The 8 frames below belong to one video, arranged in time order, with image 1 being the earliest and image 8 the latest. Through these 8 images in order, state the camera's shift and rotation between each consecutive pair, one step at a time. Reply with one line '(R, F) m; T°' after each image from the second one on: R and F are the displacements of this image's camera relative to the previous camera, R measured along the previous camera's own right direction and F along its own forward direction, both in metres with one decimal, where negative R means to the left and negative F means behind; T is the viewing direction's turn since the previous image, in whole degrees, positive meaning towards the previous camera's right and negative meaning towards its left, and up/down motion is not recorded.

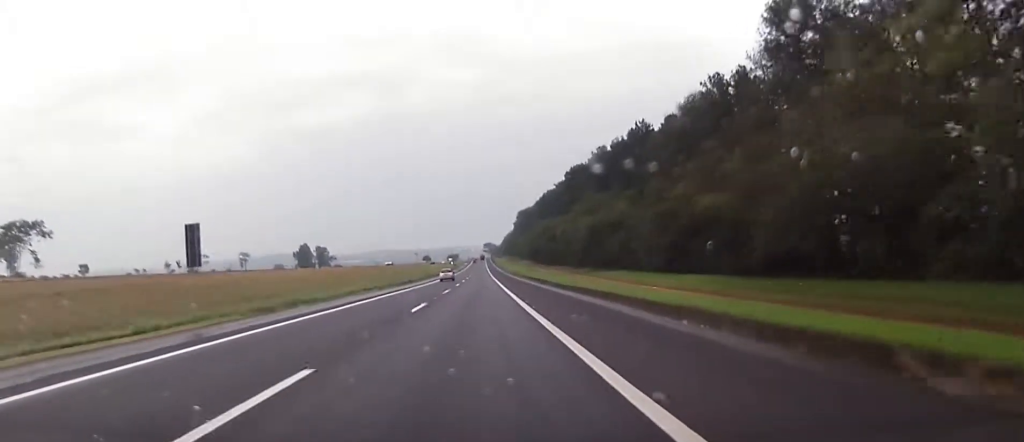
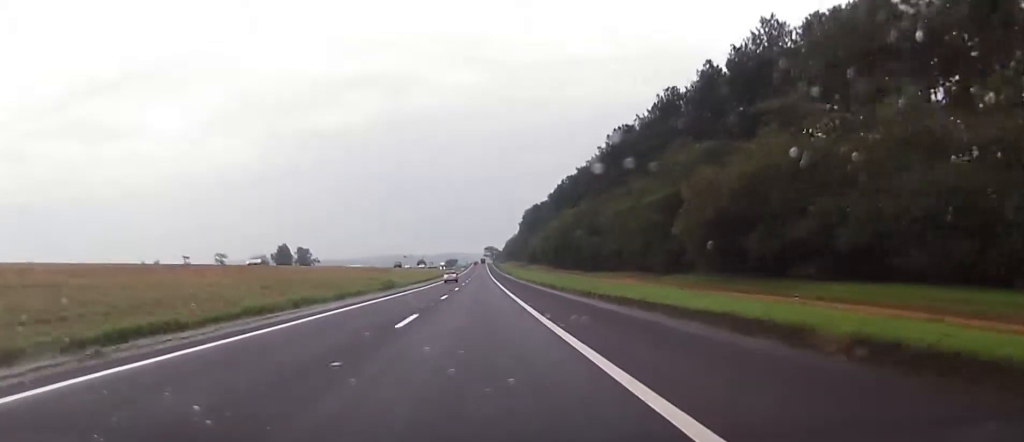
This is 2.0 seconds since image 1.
(+0.5, +58.7) m; 0°
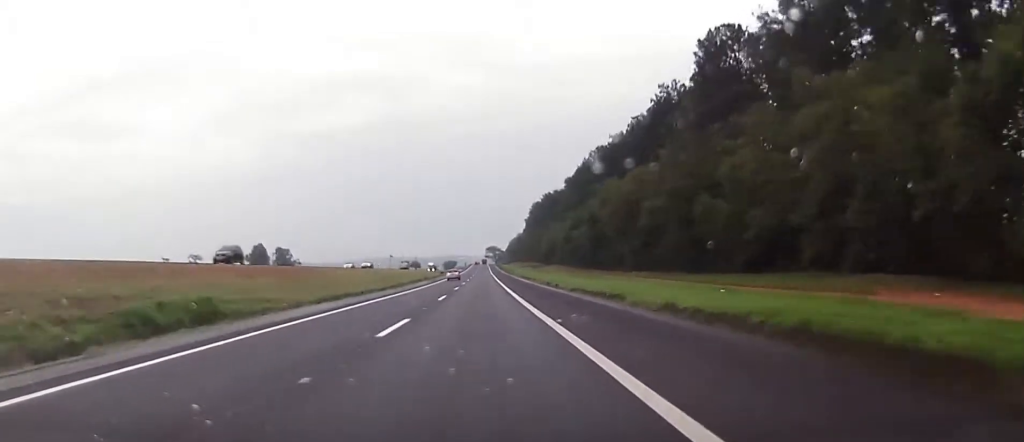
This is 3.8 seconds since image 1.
(-0.3, +54.9) m; 0°
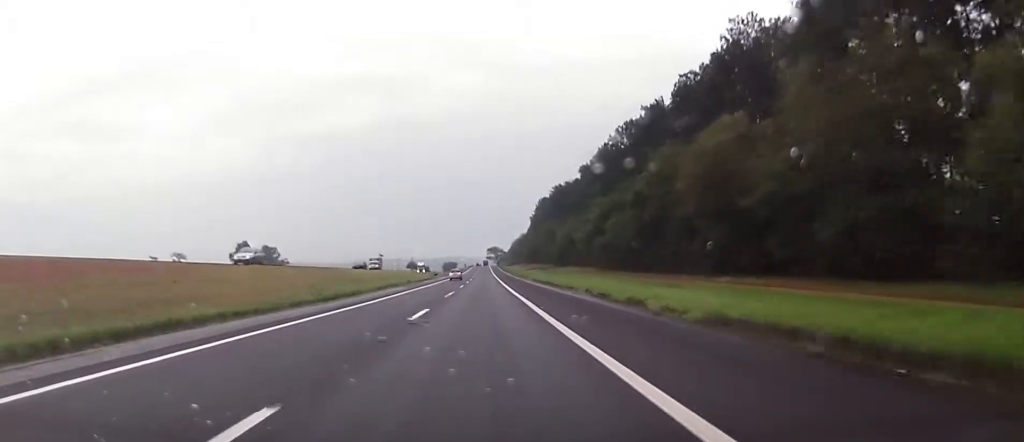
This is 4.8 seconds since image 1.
(+0.1, +29.9) m; 0°
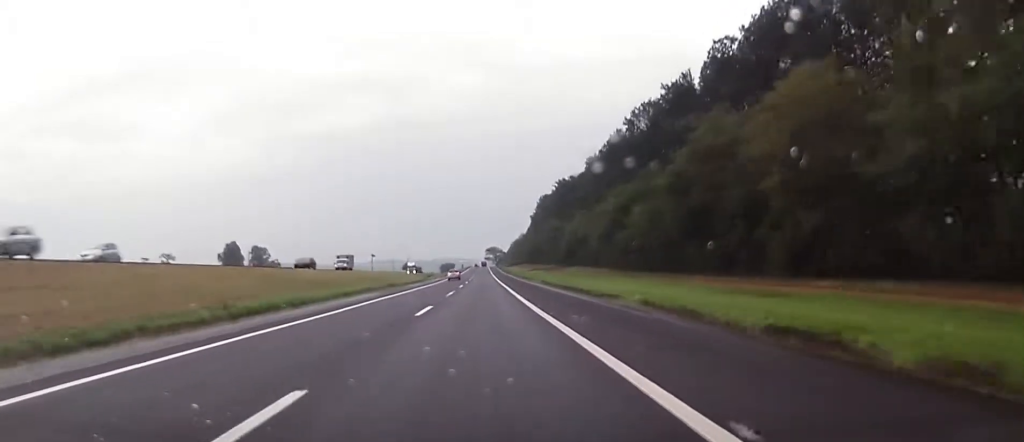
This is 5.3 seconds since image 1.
(-0.1, +15.9) m; 0°
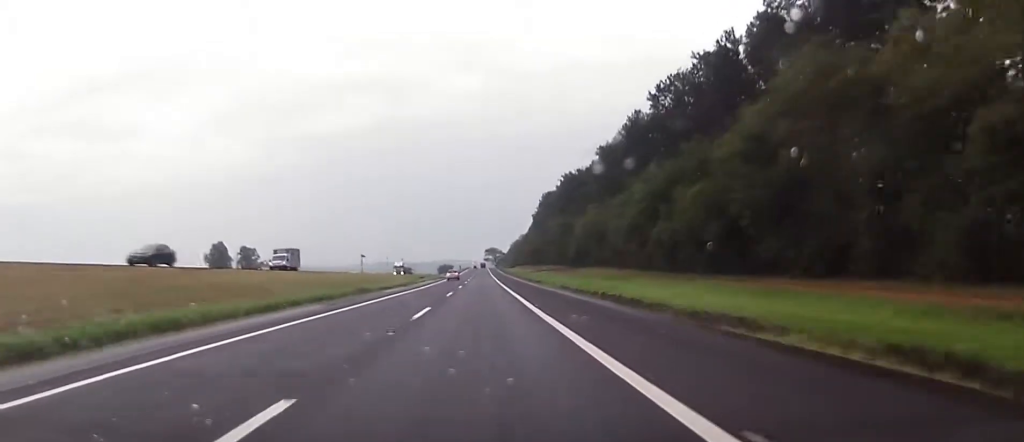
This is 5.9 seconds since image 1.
(+0.1, +16.9) m; 0°
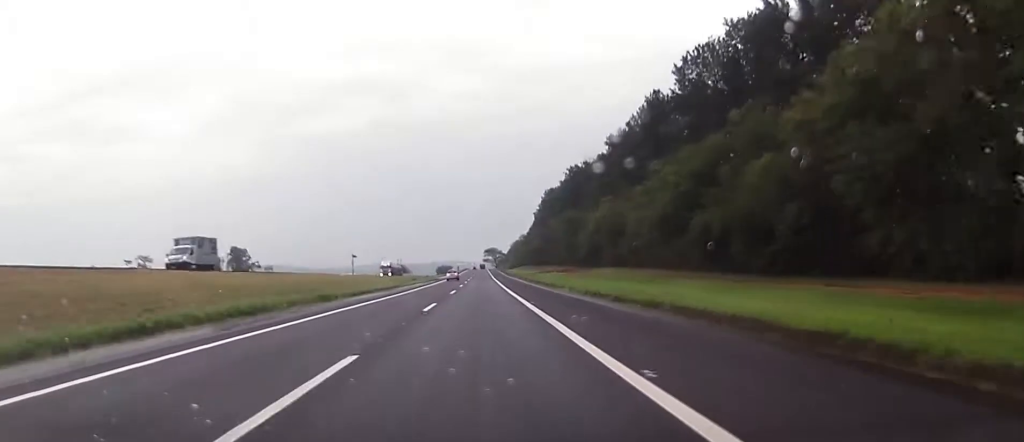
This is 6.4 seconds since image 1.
(0.0, +13.9) m; 0°
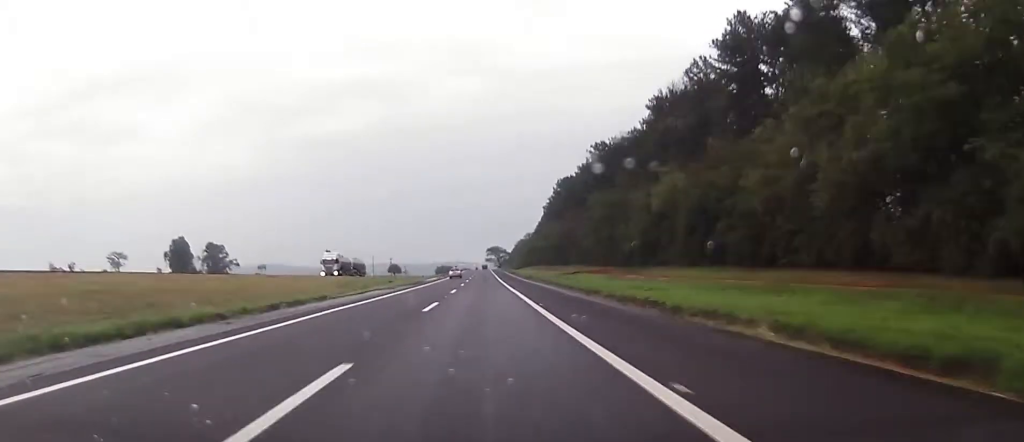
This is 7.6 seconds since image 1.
(+0.1, +35.8) m; 0°
